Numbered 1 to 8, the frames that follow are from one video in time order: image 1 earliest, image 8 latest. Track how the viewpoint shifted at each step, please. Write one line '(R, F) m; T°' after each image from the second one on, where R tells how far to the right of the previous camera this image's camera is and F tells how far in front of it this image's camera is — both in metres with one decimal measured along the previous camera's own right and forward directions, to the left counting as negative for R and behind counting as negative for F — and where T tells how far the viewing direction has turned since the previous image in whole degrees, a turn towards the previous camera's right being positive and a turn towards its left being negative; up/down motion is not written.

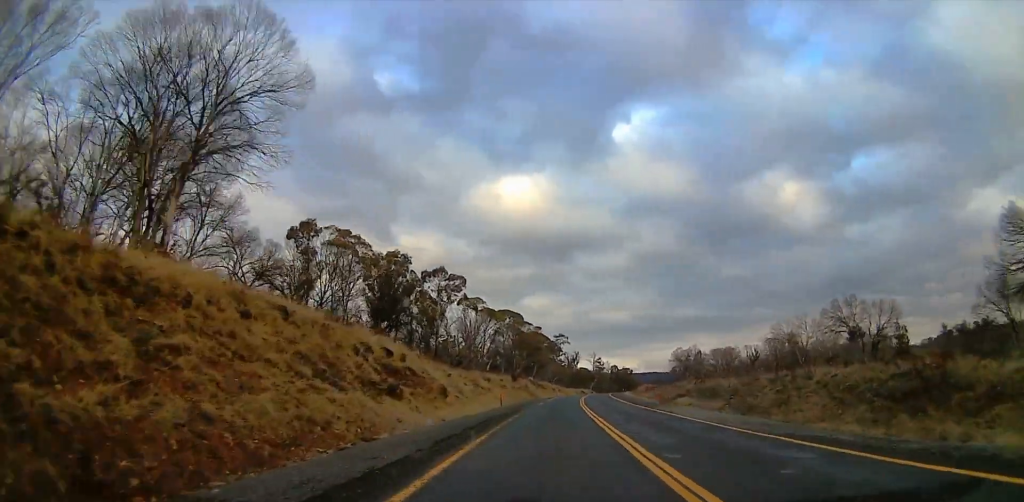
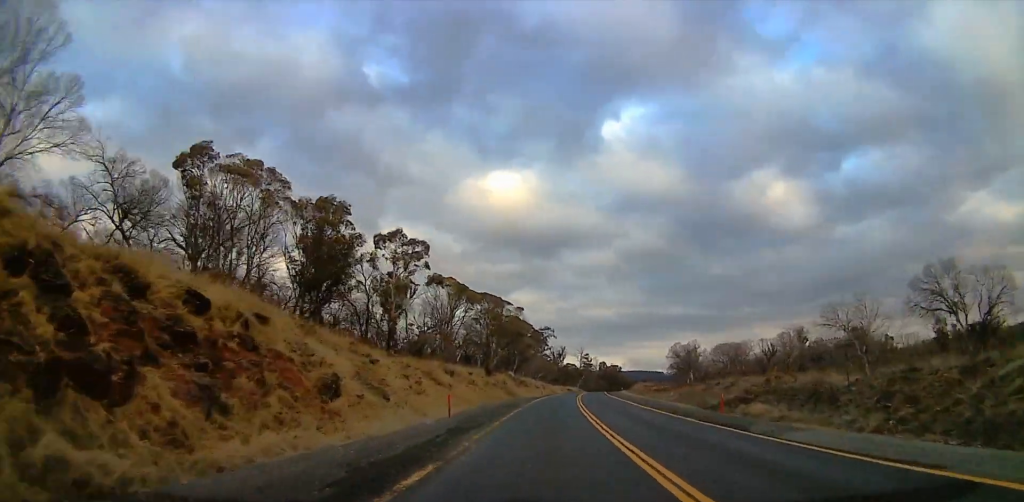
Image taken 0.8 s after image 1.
(+1.3, +20.8) m; +2°
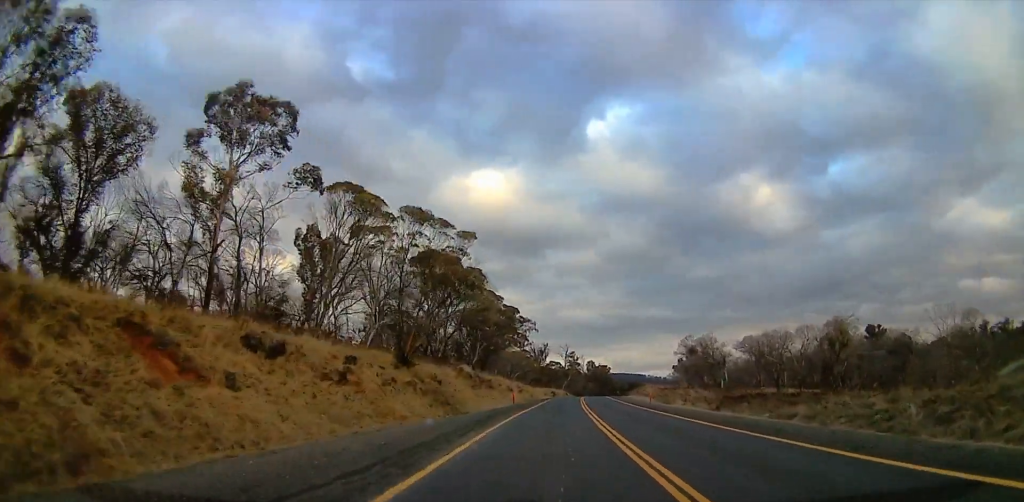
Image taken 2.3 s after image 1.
(-0.9, +39.5) m; +2°
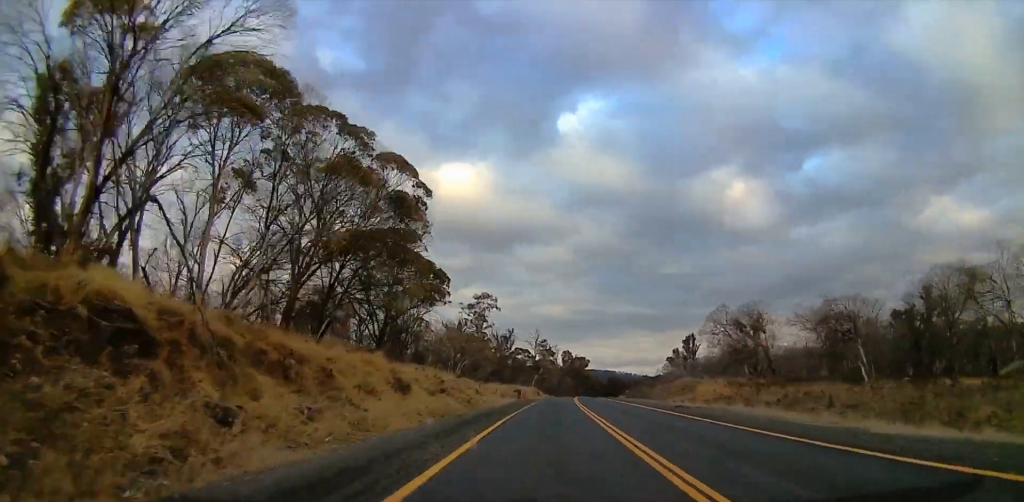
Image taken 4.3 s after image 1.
(+2.5, +52.9) m; +3°
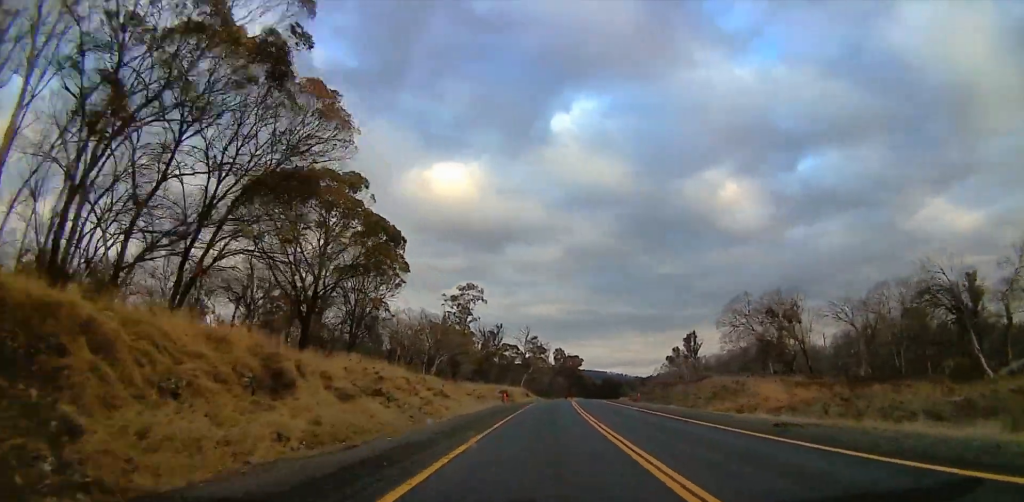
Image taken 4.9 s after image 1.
(0.0, +15.9) m; +1°
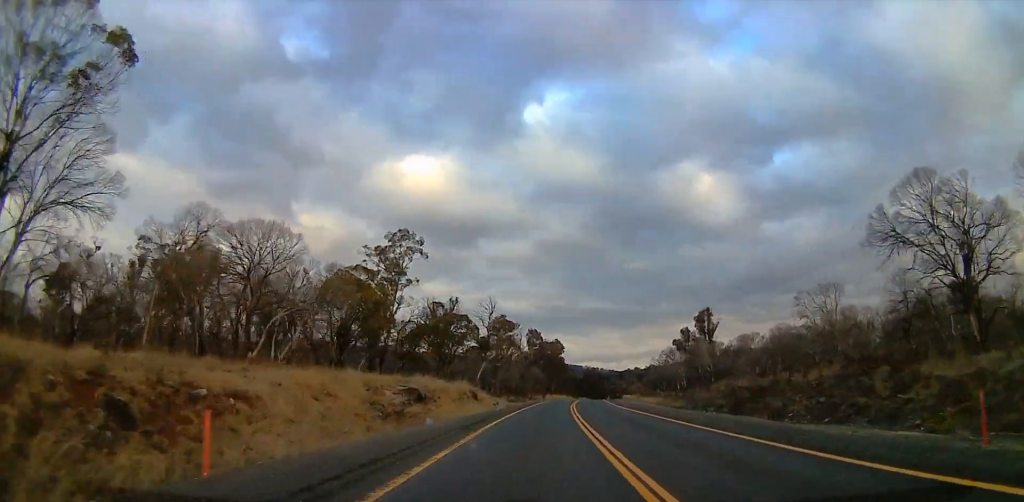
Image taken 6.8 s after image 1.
(+1.4, +49.6) m; +2°
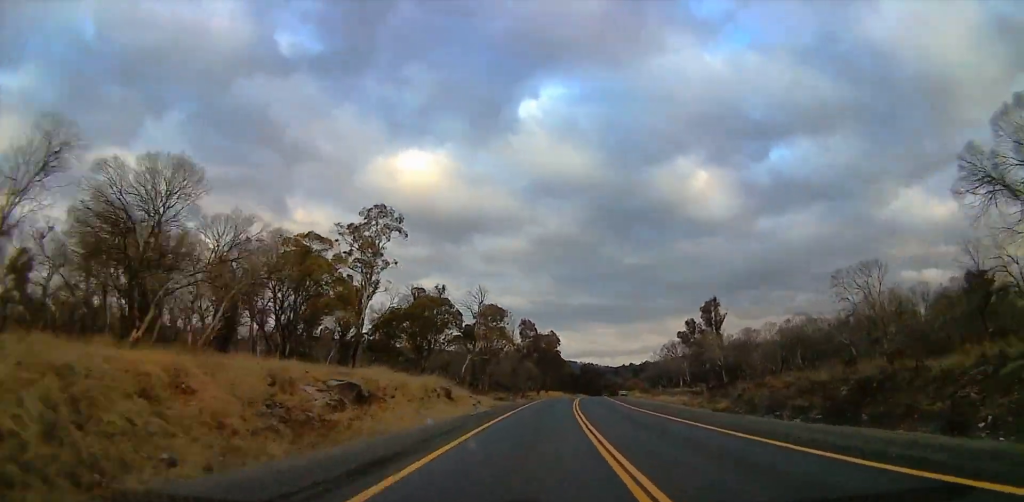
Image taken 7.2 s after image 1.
(+0.1, +11.7) m; 0°
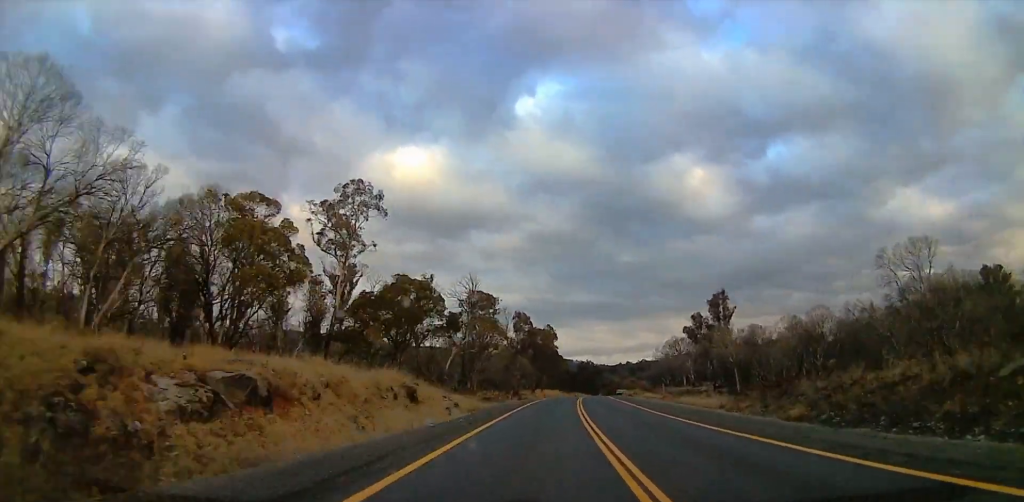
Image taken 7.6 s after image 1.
(0.0, +10.7) m; 0°
